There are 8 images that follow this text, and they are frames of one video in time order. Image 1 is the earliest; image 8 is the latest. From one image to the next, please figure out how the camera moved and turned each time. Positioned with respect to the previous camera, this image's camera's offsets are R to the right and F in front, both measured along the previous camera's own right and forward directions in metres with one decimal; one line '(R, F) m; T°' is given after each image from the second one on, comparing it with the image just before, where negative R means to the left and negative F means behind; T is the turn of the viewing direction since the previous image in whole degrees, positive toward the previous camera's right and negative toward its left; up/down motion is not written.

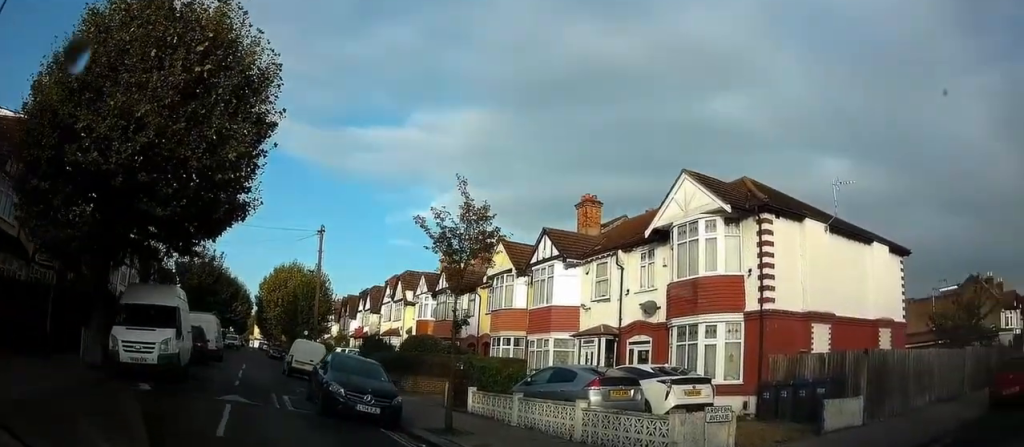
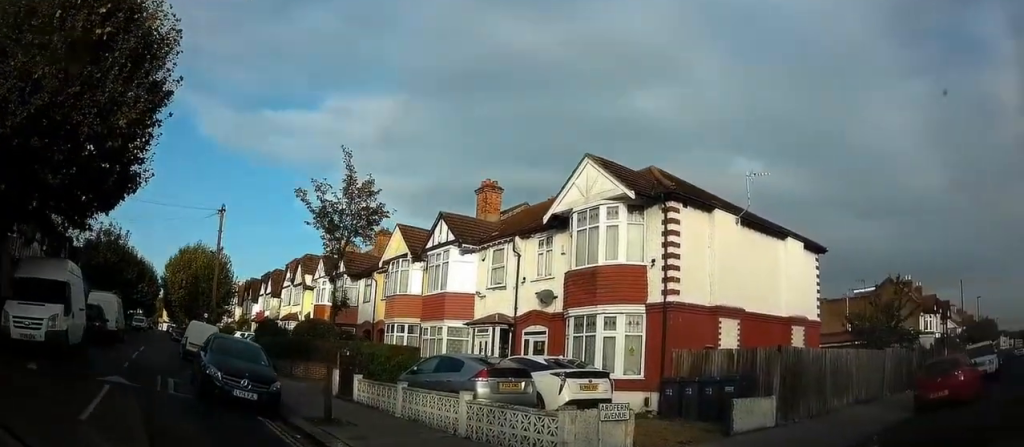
(0.0, +0.9) m; +4°
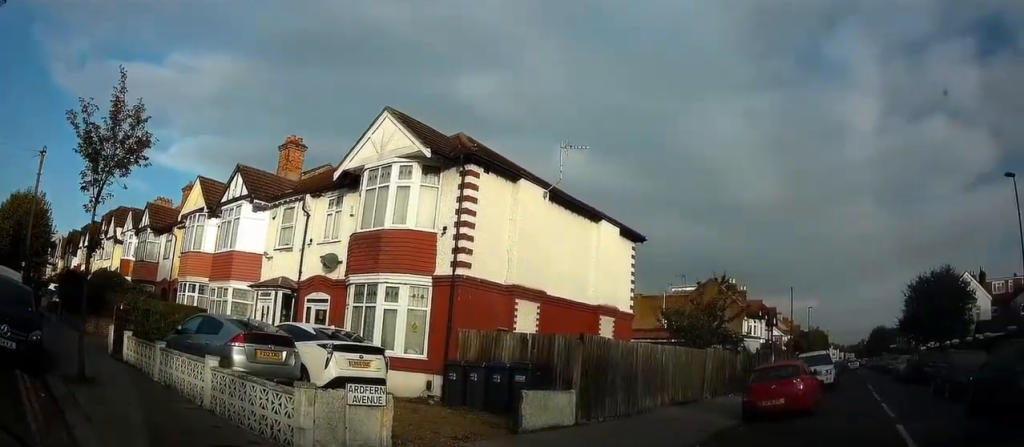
(+0.1, +1.5) m; +22°
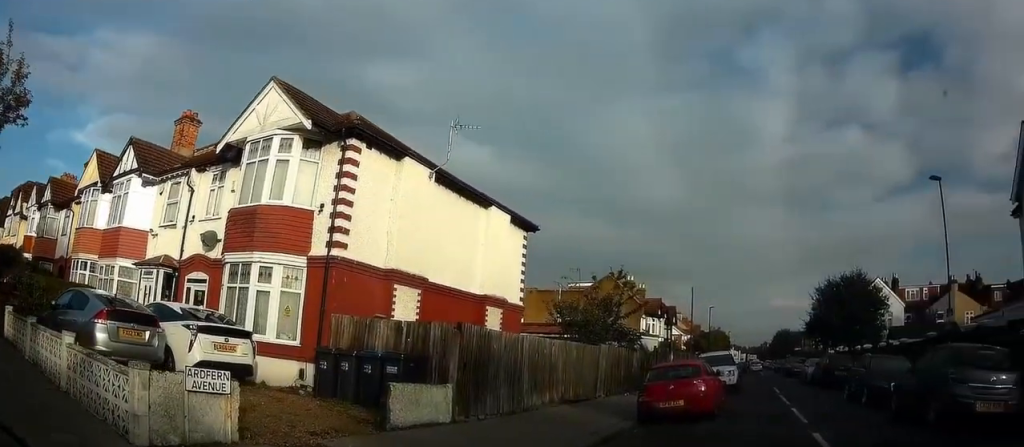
(+0.2, +0.8) m; +8°
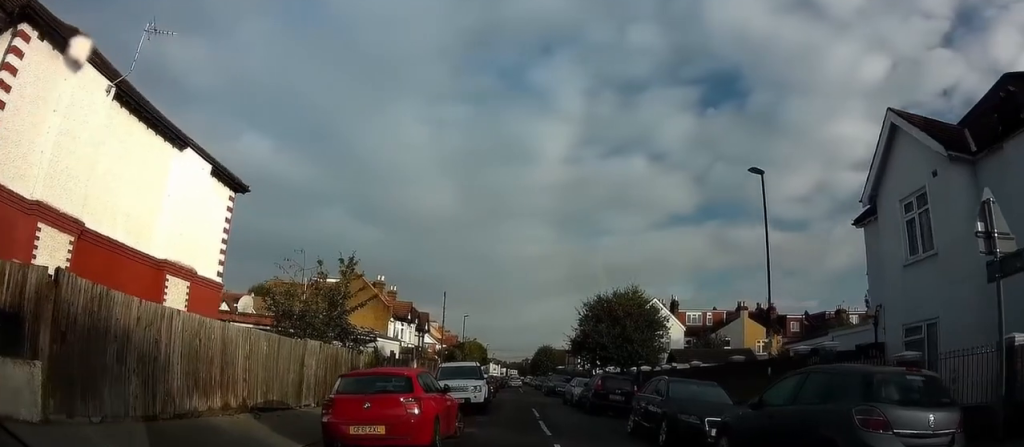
(+0.6, +4.0) m; +7°
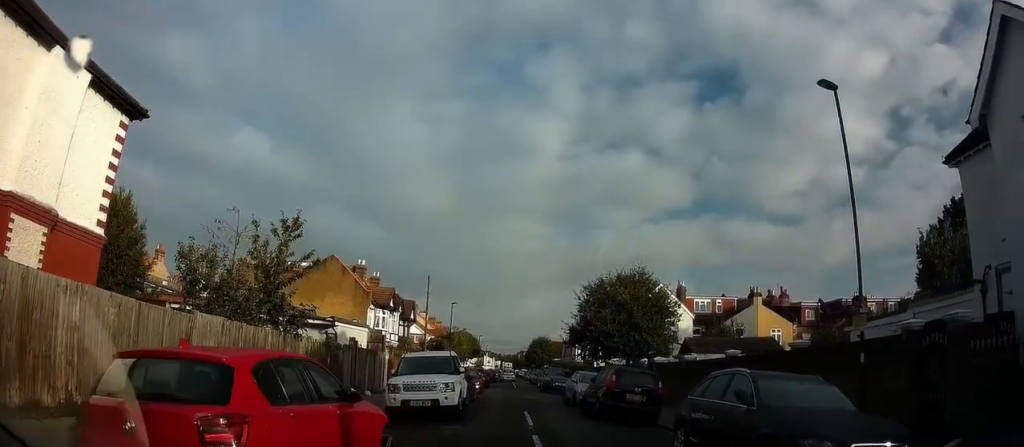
(0.0, +5.3) m; -1°
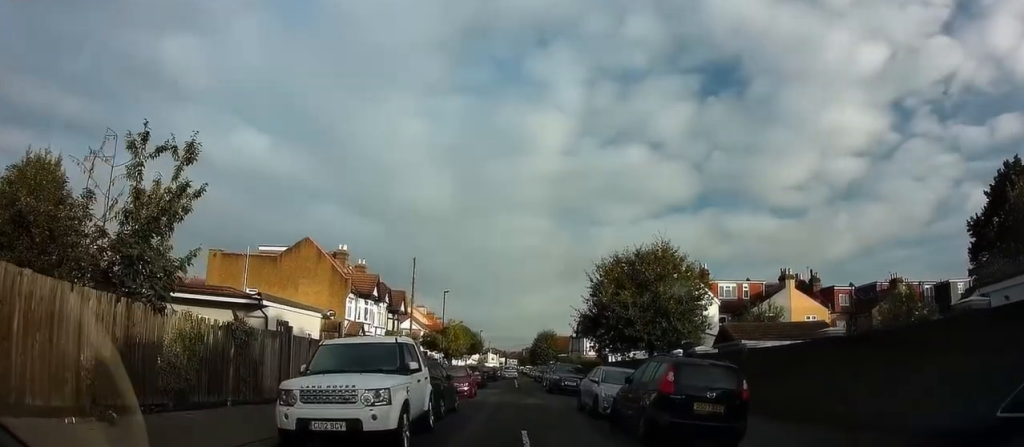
(-0.3, +6.5) m; -6°
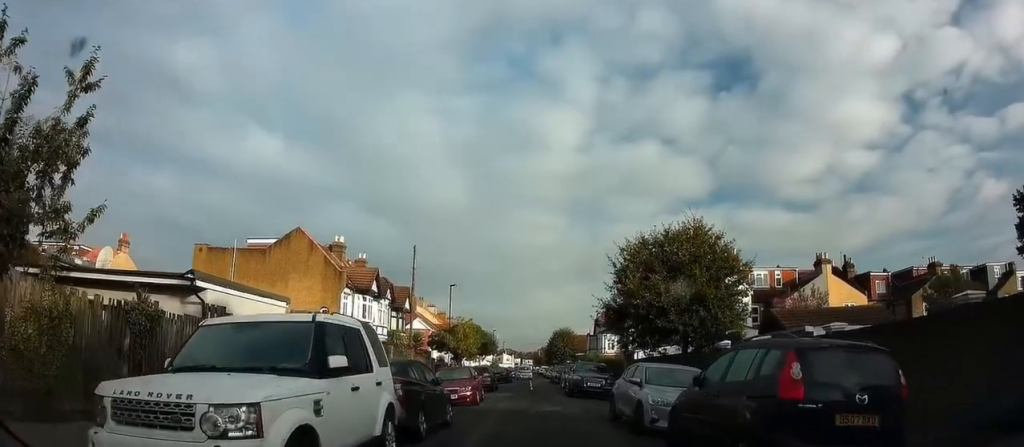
(-0.1, +4.1) m; -1°
